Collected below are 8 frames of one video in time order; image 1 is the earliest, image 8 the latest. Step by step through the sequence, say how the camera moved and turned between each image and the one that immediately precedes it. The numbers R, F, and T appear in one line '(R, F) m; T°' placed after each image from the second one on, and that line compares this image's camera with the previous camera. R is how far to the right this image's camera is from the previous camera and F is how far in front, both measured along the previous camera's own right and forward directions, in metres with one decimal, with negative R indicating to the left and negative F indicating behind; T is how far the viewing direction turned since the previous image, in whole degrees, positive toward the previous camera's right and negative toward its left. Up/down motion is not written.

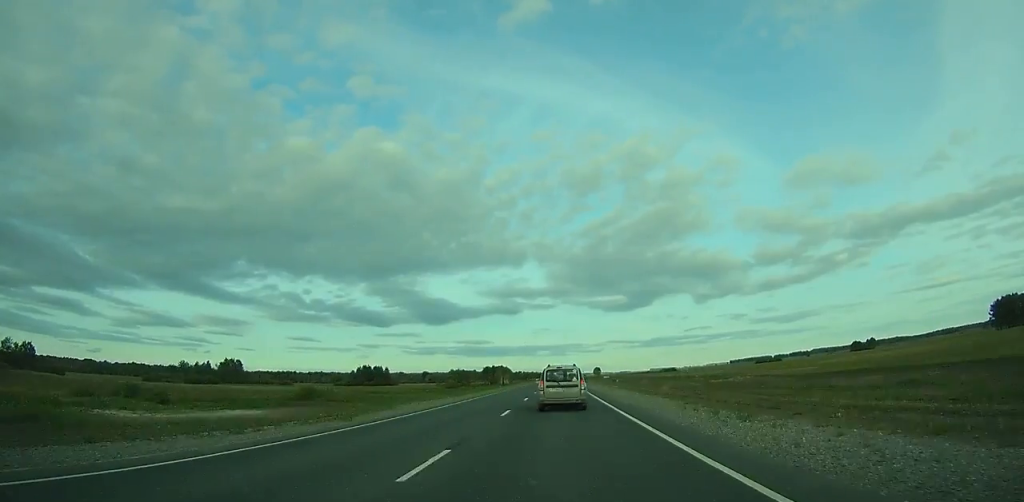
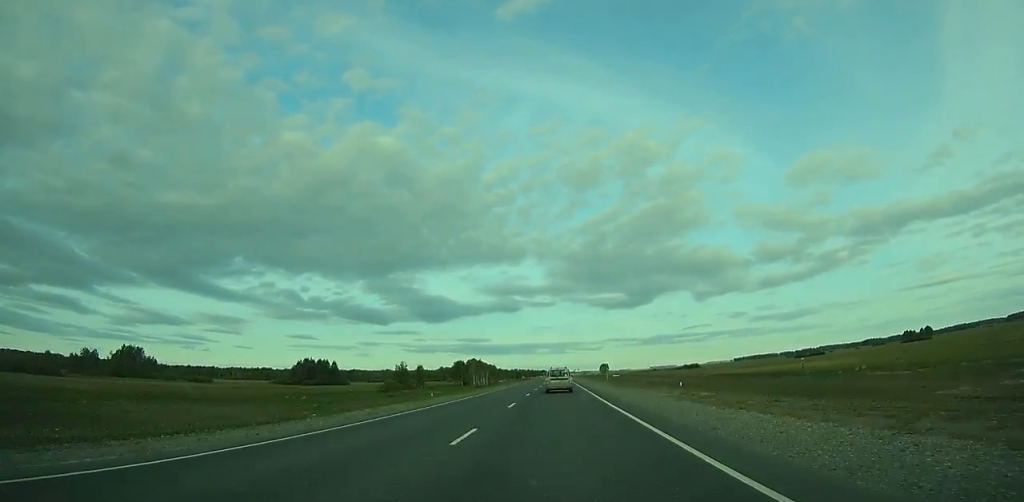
(+0.1, +97.3) m; 0°
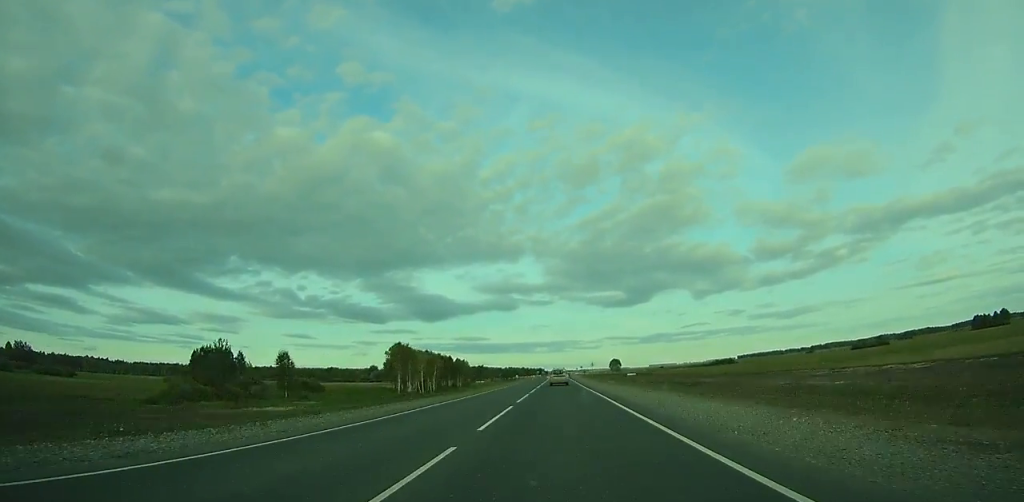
(-0.1, +94.4) m; 0°
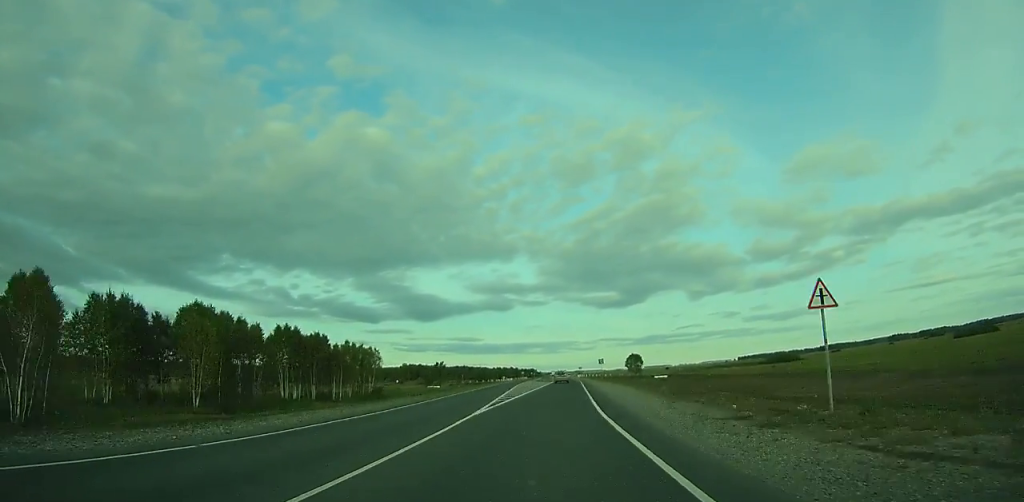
(+0.1, +101.4) m; 0°
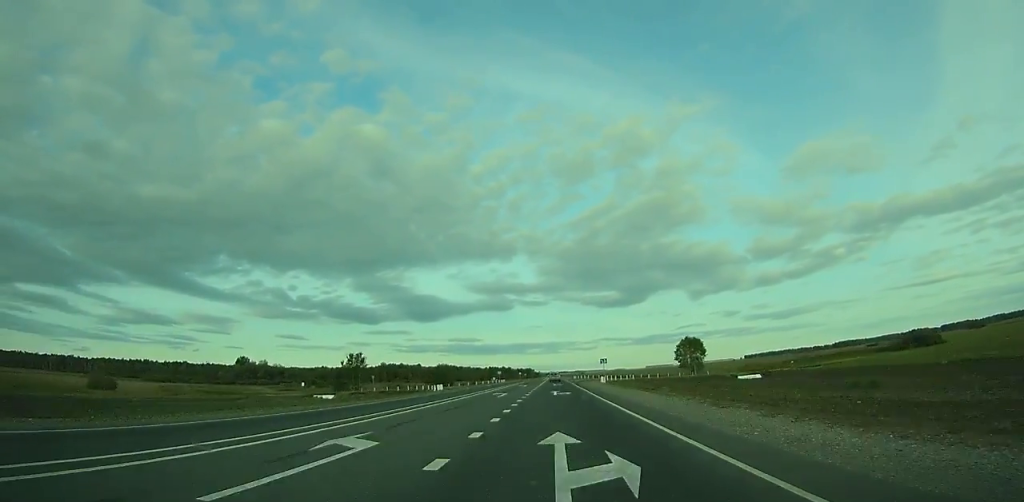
(+0.3, +94.0) m; 0°
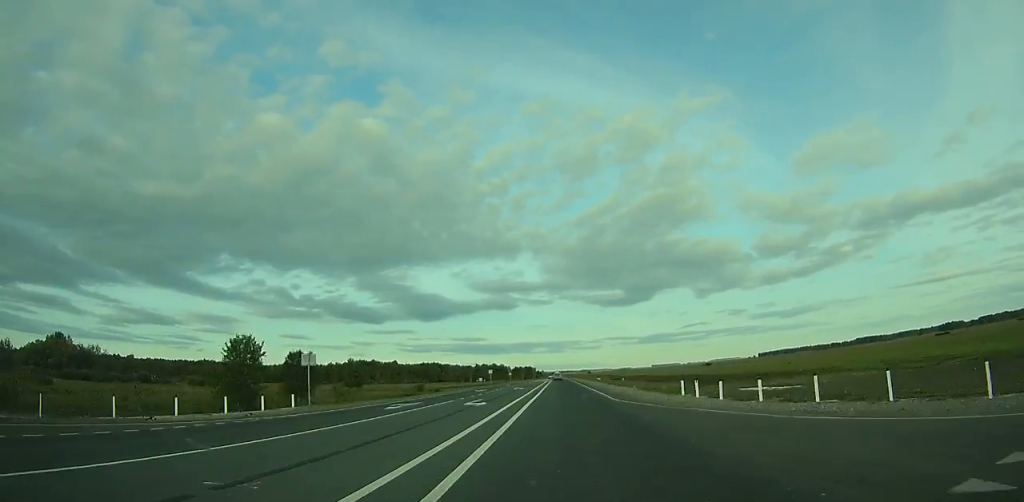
(-0.5, +133.6) m; 0°
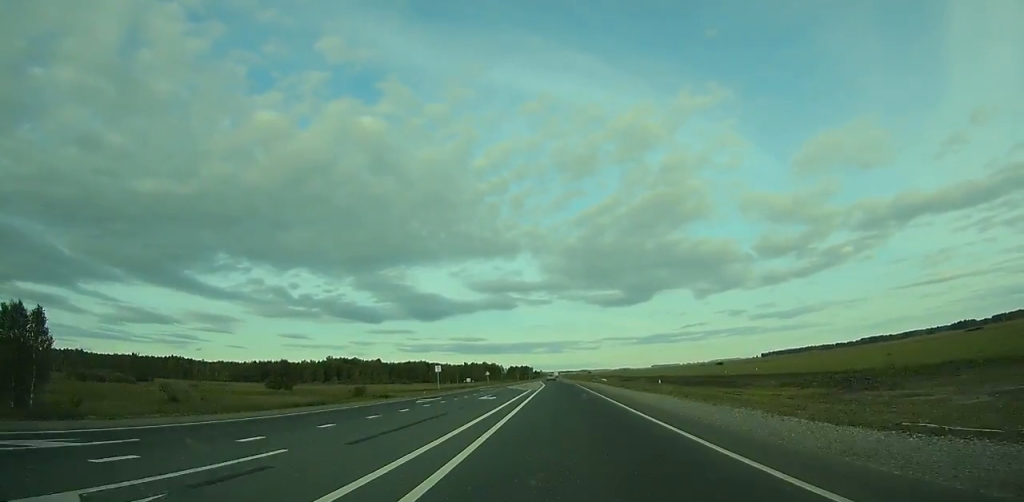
(+0.1, +56.3) m; 0°
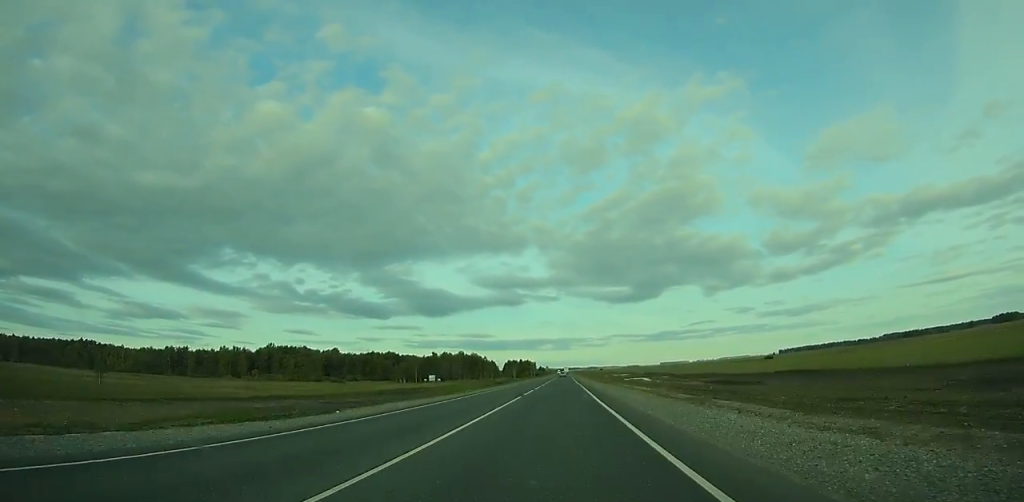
(-0.7, +135.6) m; 0°
